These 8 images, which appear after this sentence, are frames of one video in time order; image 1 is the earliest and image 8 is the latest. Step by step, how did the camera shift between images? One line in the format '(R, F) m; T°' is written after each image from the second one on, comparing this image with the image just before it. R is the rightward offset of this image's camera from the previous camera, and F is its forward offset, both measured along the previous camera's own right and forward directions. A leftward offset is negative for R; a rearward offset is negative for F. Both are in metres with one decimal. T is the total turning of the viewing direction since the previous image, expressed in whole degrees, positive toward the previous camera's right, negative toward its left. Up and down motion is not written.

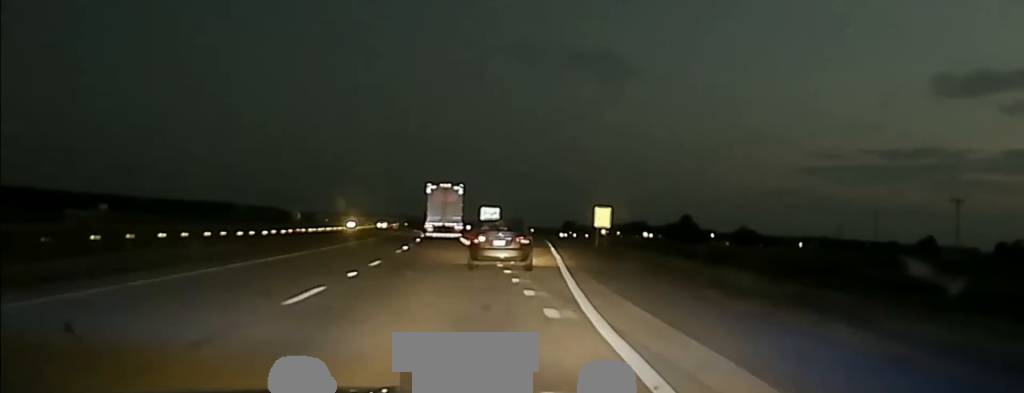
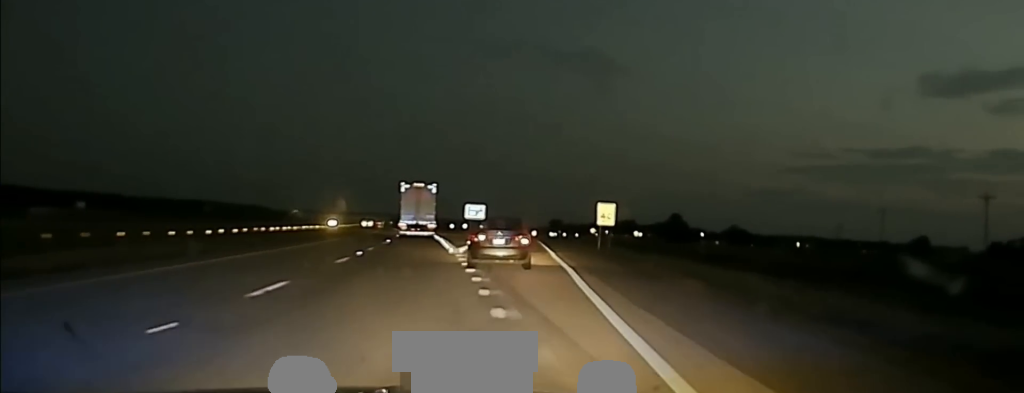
(0.0, +12.0) m; 0°
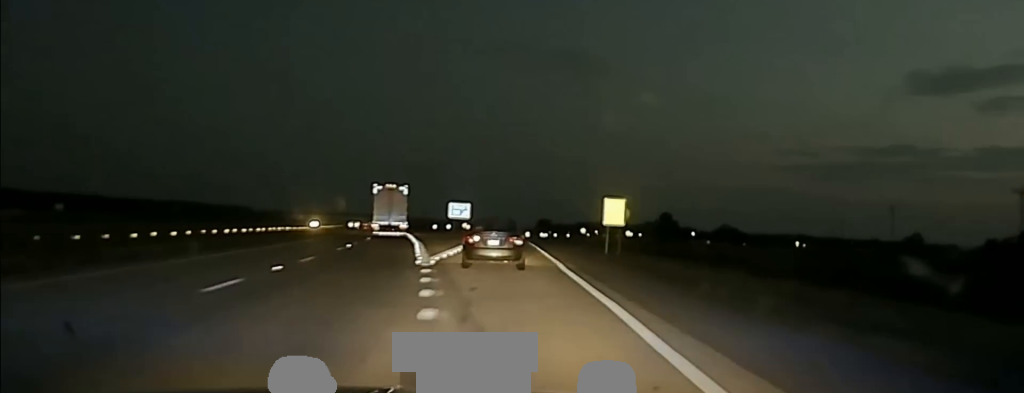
(0.0, +11.9) m; 0°
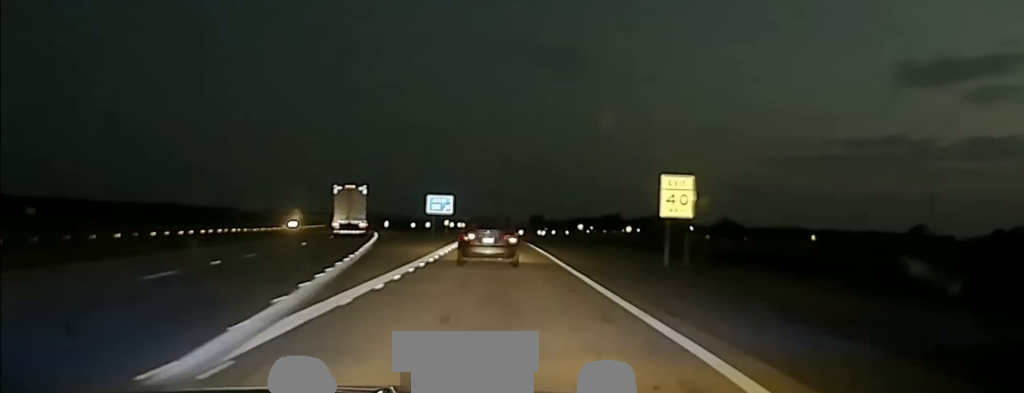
(+0.2, +21.8) m; +1°
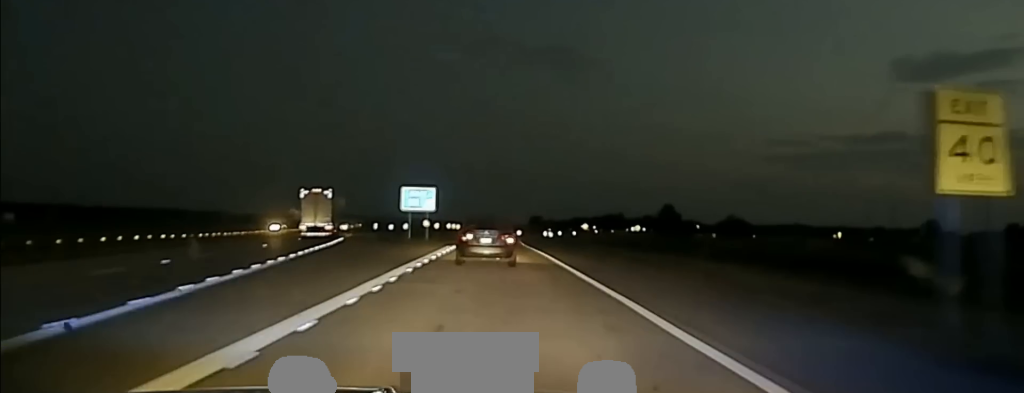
(+0.2, +20.2) m; 0°
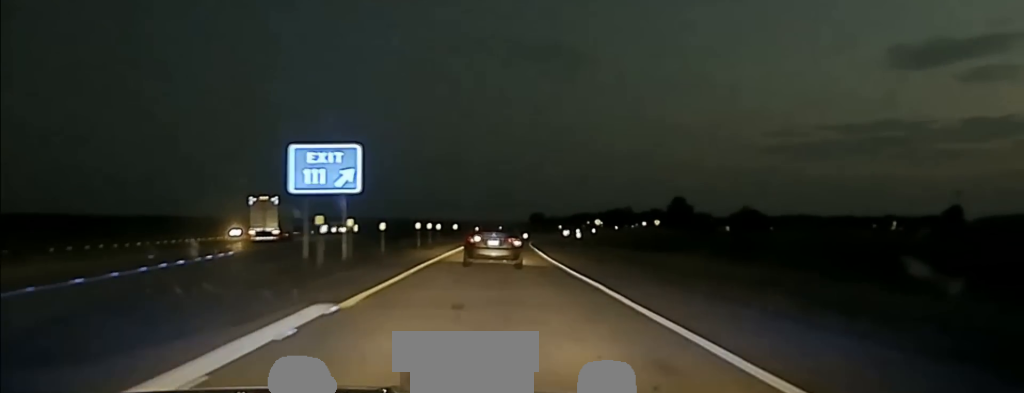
(0.0, +29.3) m; 0°
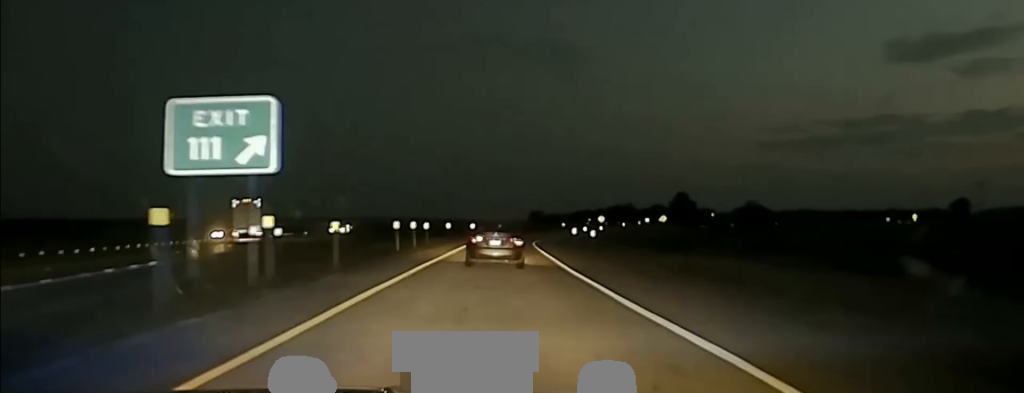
(0.0, +9.7) m; 0°
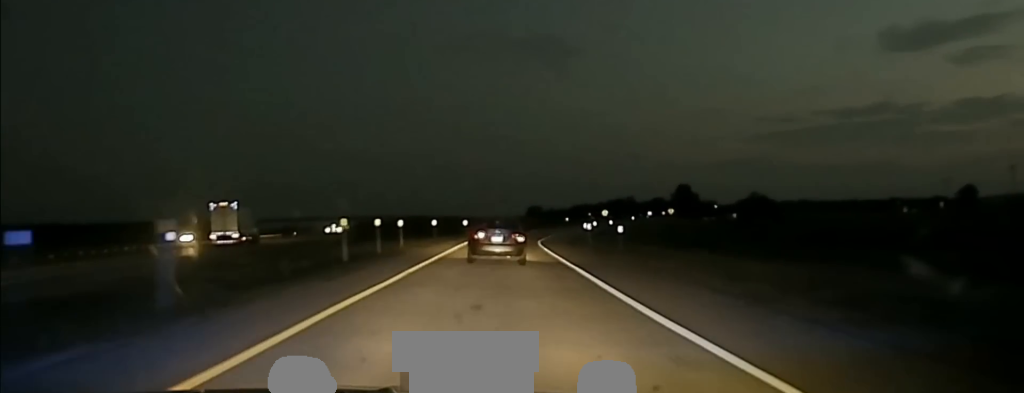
(+0.1, +13.5) m; 0°
